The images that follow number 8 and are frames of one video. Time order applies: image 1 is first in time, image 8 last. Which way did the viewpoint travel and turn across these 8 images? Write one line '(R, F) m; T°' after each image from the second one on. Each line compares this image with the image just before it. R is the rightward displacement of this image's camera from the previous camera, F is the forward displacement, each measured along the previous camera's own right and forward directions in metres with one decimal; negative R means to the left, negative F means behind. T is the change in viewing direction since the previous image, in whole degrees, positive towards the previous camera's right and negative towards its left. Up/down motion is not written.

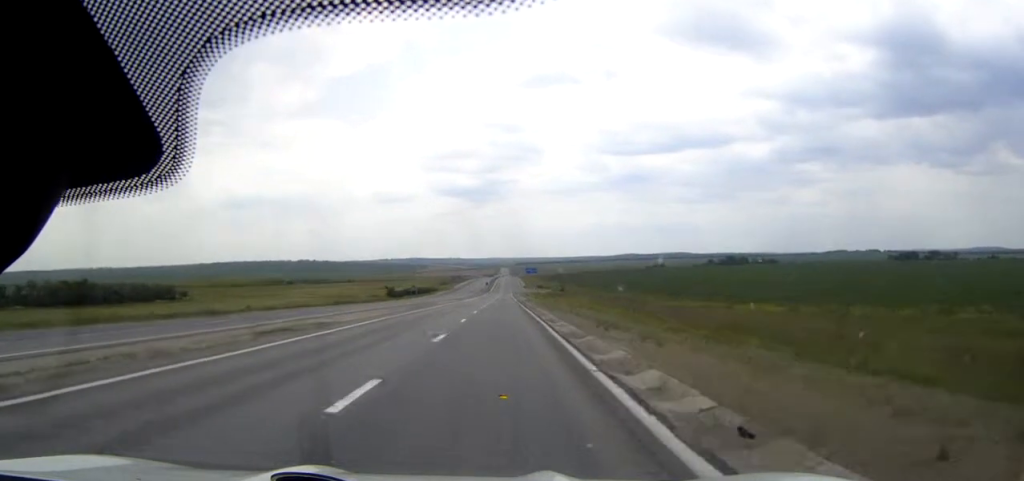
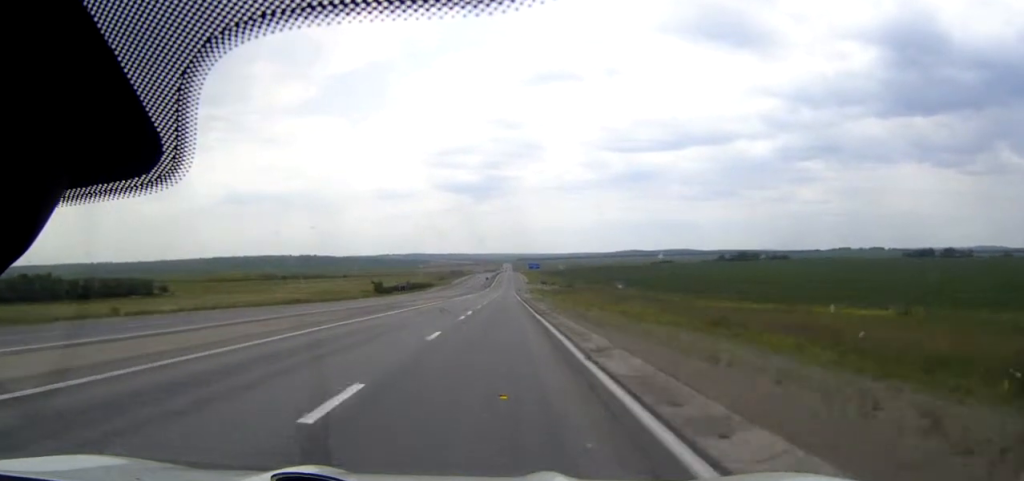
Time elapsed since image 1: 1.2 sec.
(0.0, +25.0) m; 0°
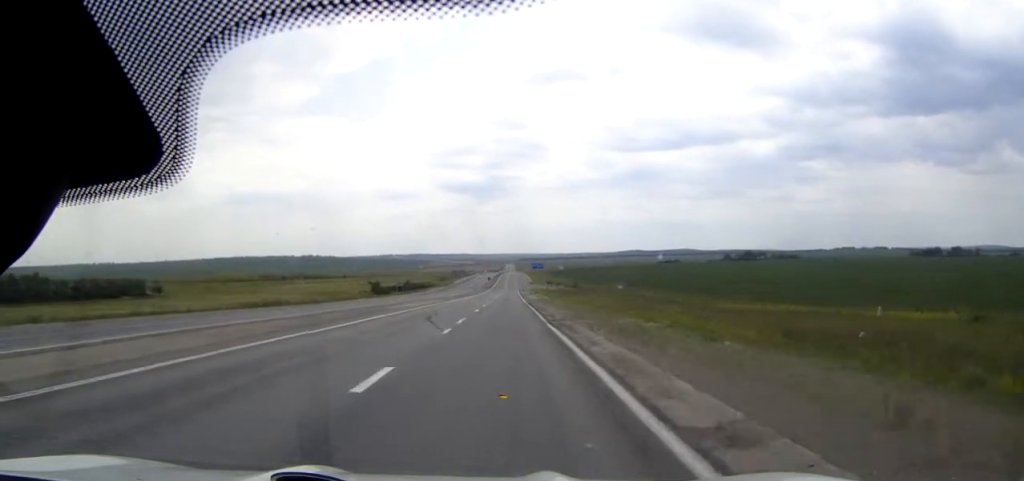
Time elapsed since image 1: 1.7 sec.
(0.0, +9.7) m; 0°
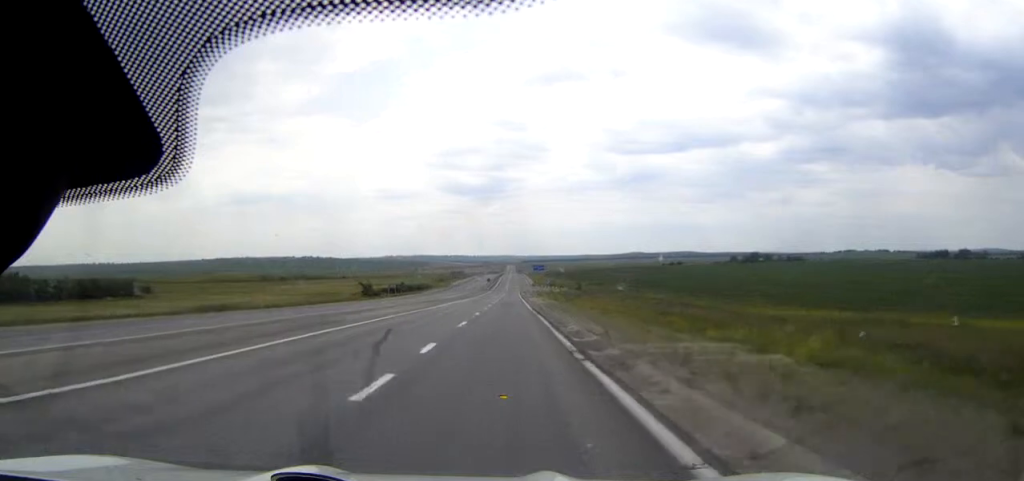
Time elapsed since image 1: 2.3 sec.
(0.0, +12.4) m; 0°
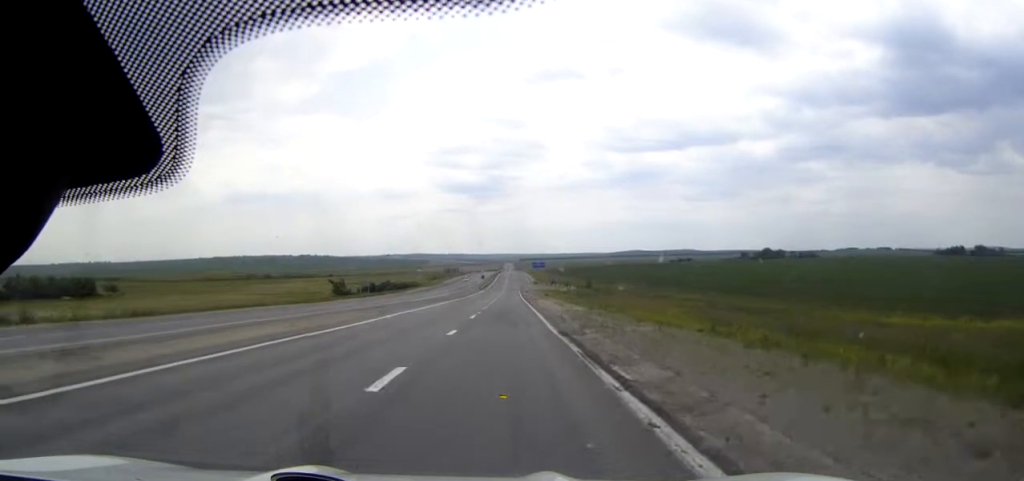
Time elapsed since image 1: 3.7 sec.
(-0.1, +30.3) m; 0°
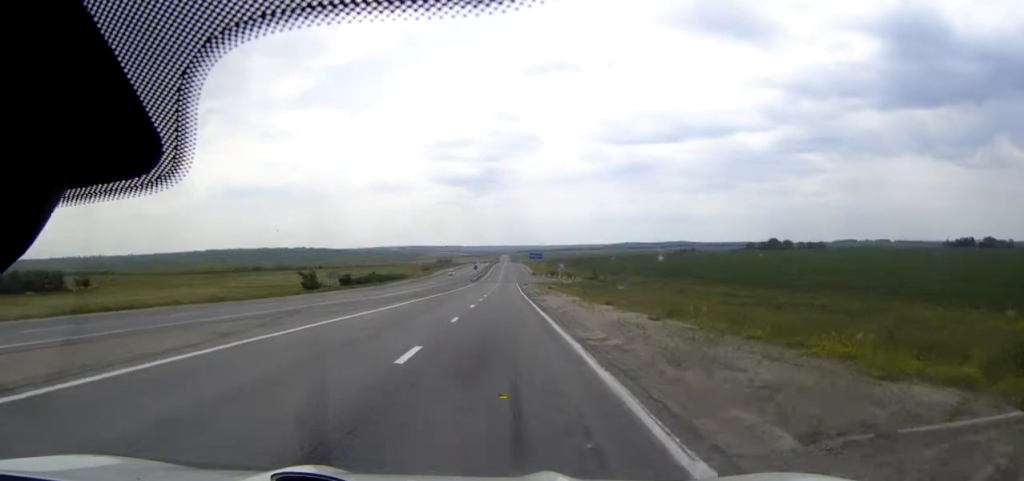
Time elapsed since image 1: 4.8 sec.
(0.0, +21.3) m; 0°
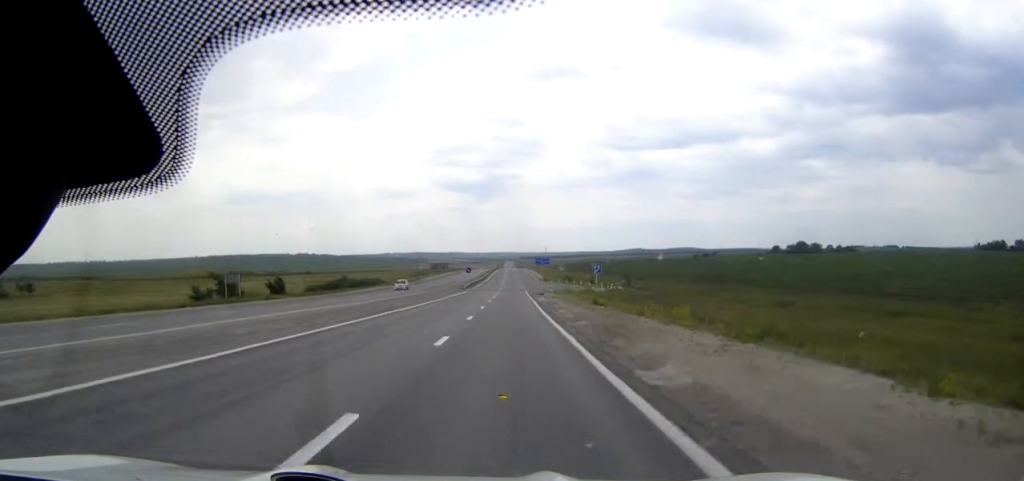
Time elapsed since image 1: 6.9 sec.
(-0.1, +43.4) m; 0°
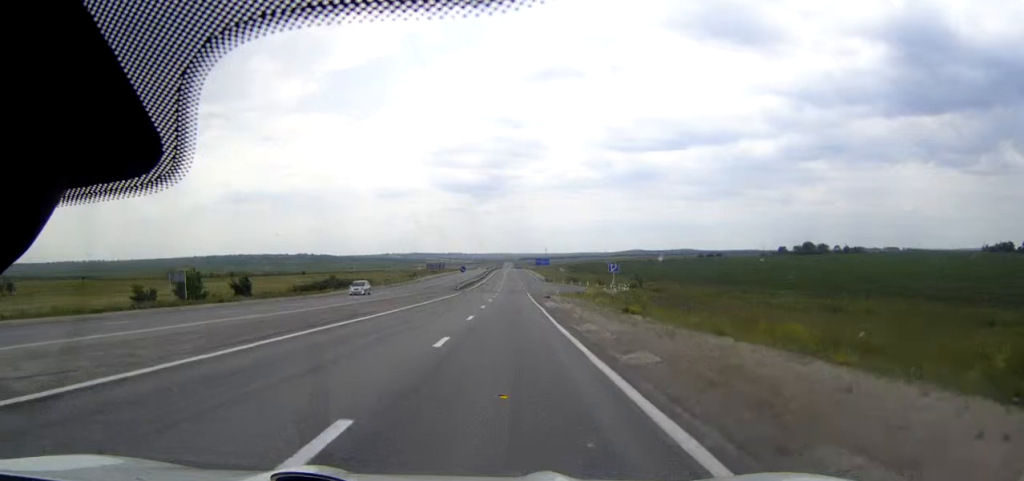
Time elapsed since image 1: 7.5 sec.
(0.0, +12.4) m; 0°
